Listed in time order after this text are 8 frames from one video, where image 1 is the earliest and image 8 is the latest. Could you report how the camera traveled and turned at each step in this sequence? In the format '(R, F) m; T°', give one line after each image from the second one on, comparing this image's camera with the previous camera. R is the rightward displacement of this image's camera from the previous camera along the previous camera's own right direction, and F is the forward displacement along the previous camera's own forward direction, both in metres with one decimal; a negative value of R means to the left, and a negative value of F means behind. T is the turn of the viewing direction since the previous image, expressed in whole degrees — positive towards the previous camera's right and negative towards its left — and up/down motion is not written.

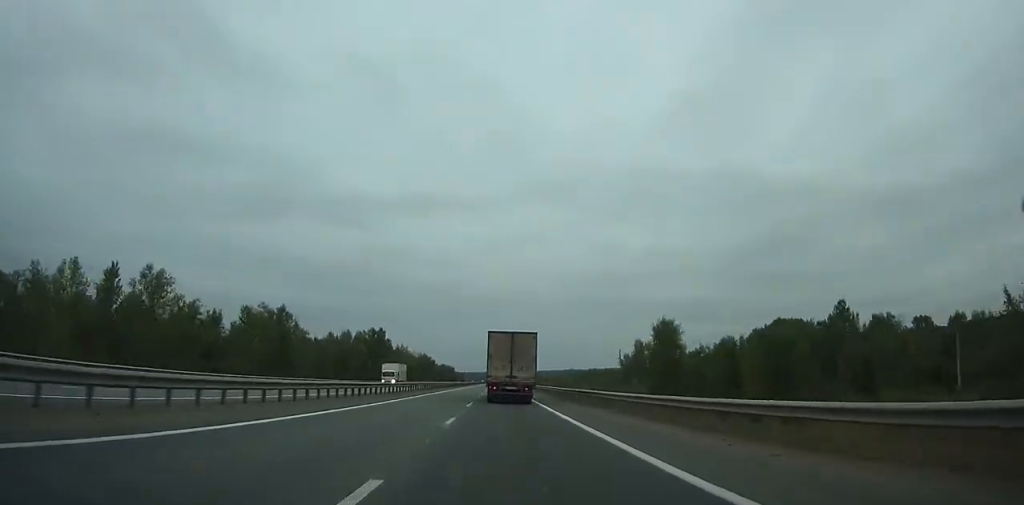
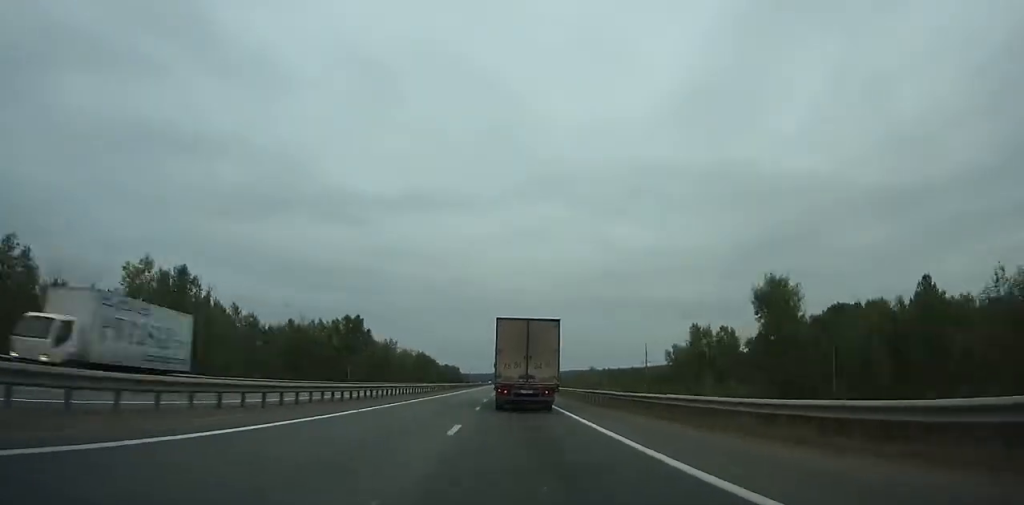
(+3.5, +36.9) m; -3°
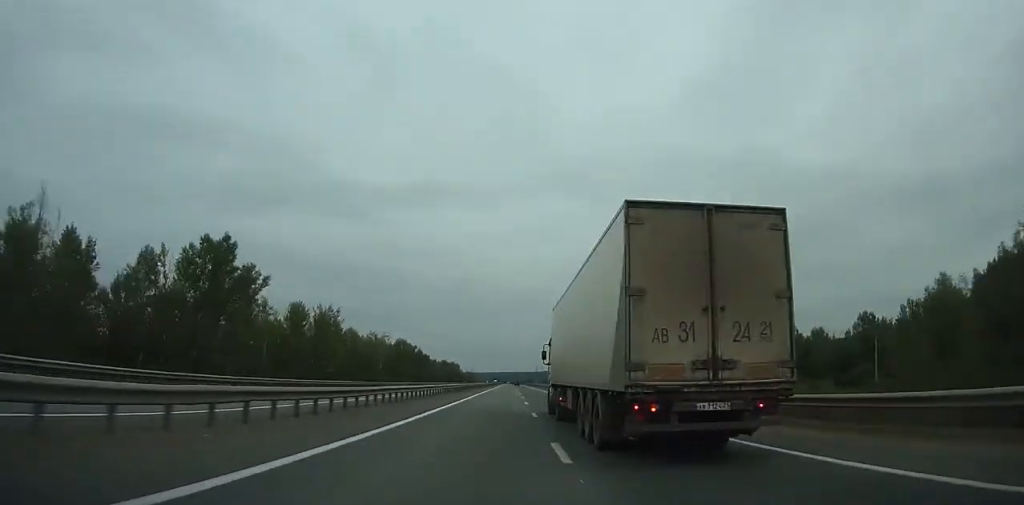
(-15.3, +77.6) m; -5°
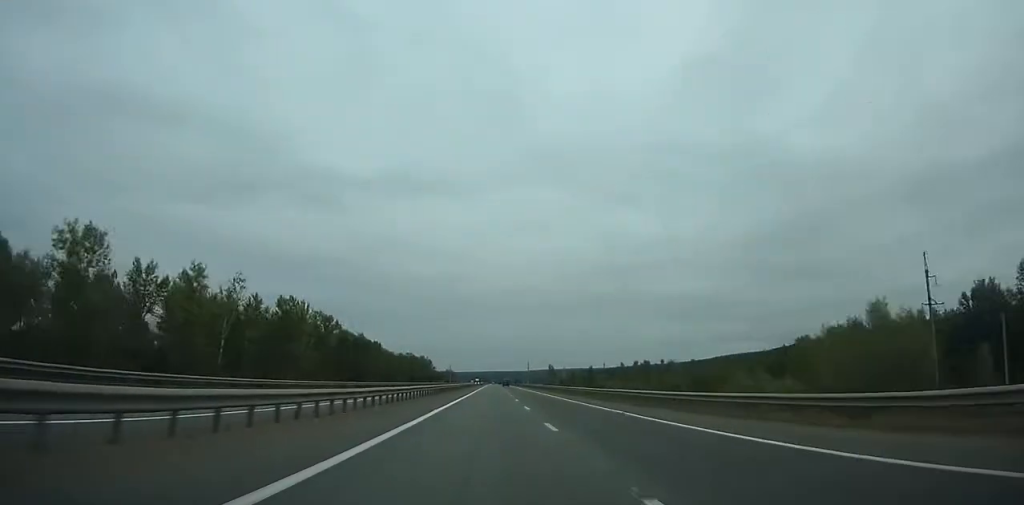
(+8.6, +102.4) m; +6°
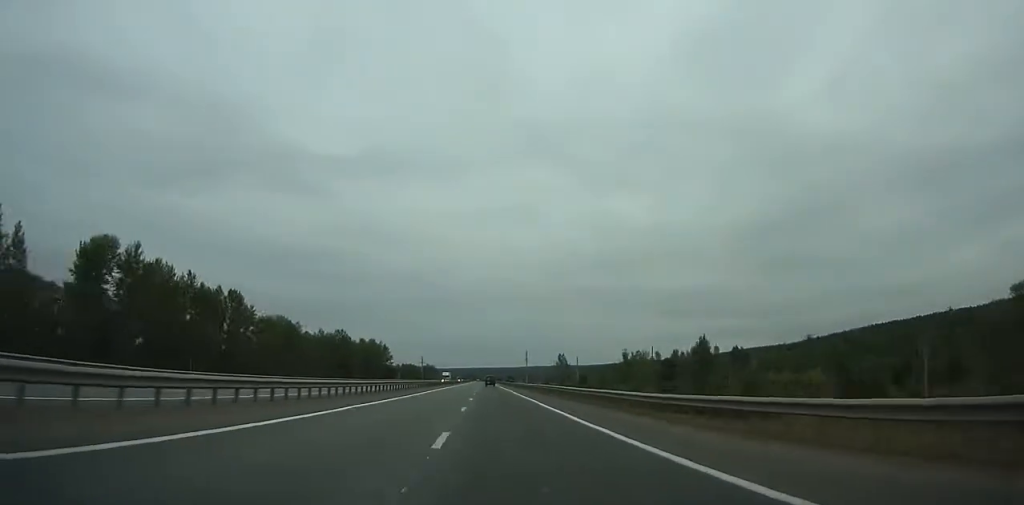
(+2.0, +121.9) m; +1°
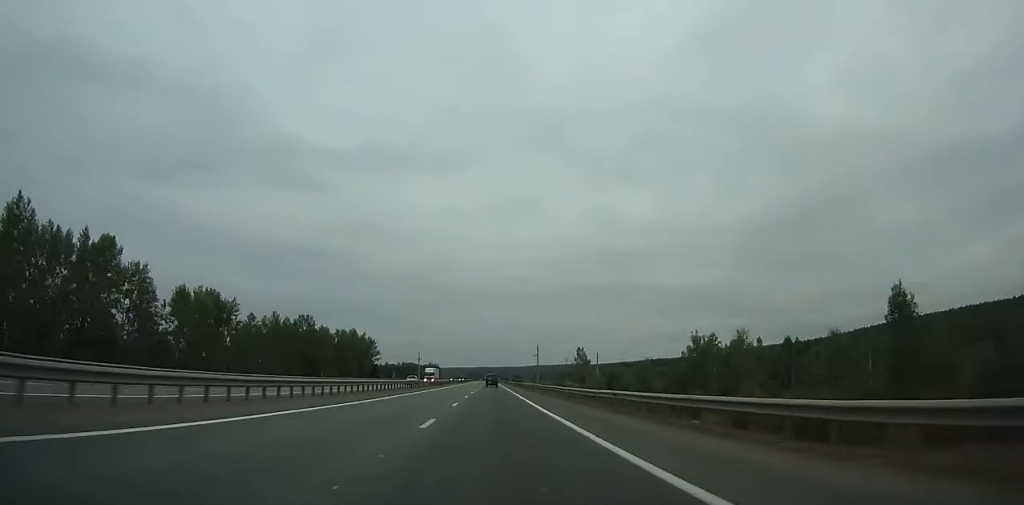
(+0.1, +43.3) m; 0°
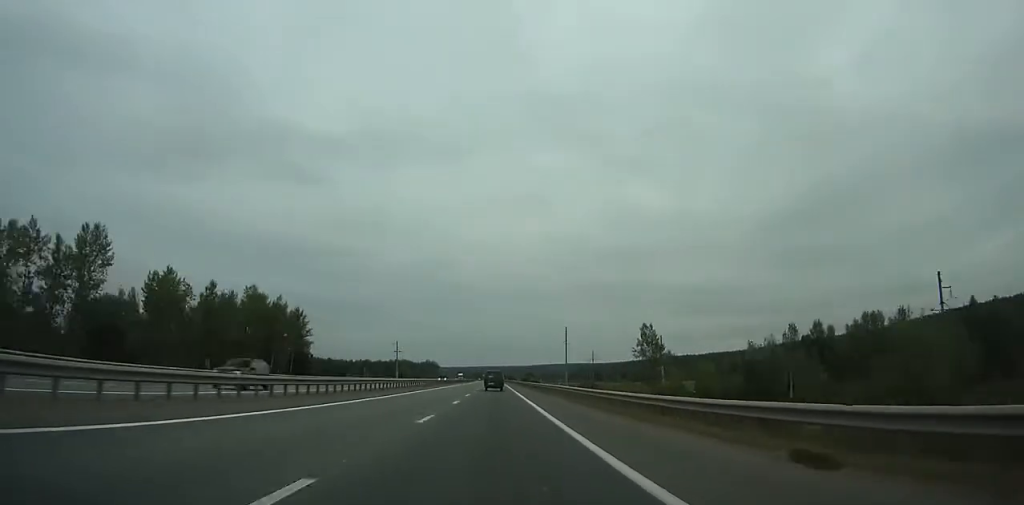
(-0.6, +97.1) m; -1°
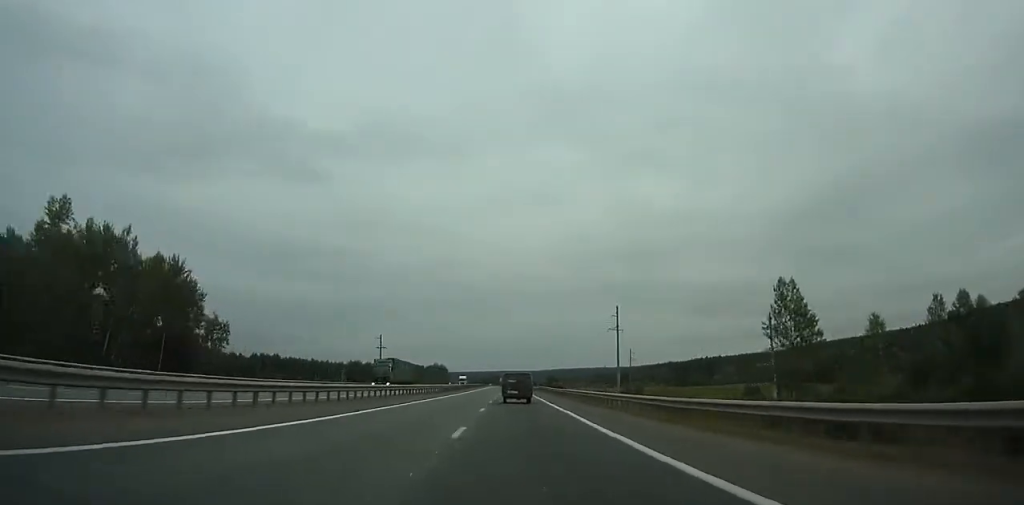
(-0.5, +65.6) m; -1°
